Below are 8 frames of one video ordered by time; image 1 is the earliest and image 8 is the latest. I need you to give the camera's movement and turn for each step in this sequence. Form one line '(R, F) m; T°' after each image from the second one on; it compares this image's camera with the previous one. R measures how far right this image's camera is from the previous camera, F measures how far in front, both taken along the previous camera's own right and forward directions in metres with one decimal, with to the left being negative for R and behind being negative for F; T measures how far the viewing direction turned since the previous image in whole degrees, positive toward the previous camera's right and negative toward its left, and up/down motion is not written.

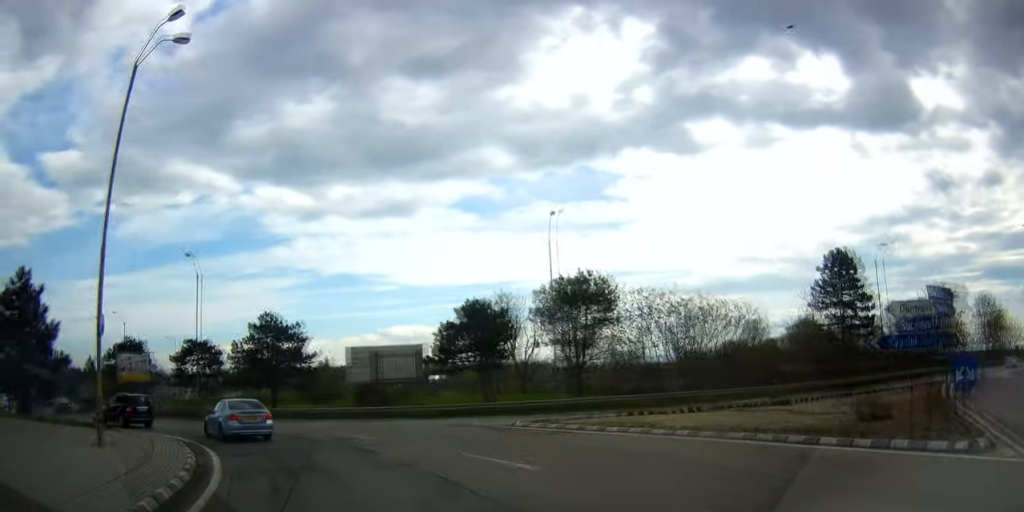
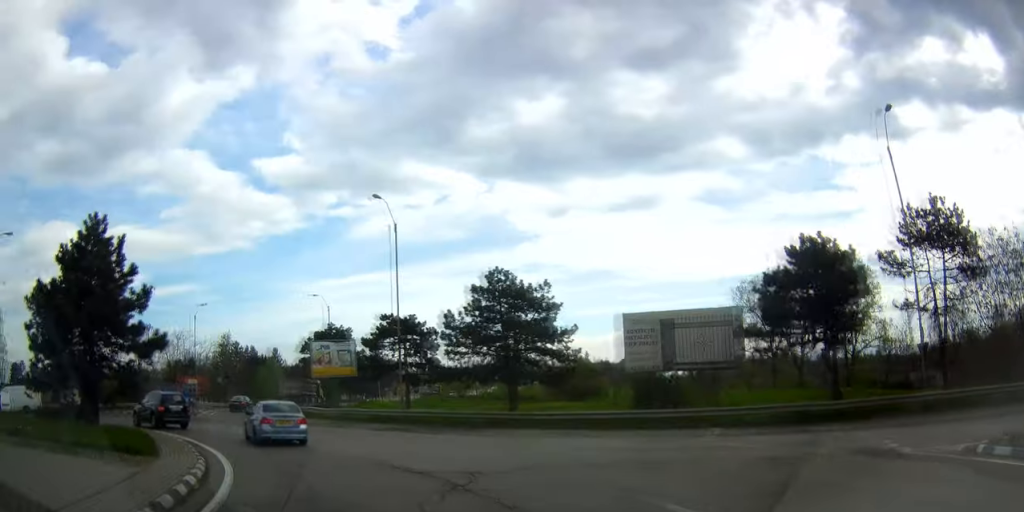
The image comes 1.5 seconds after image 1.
(-1.8, +14.7) m; -21°
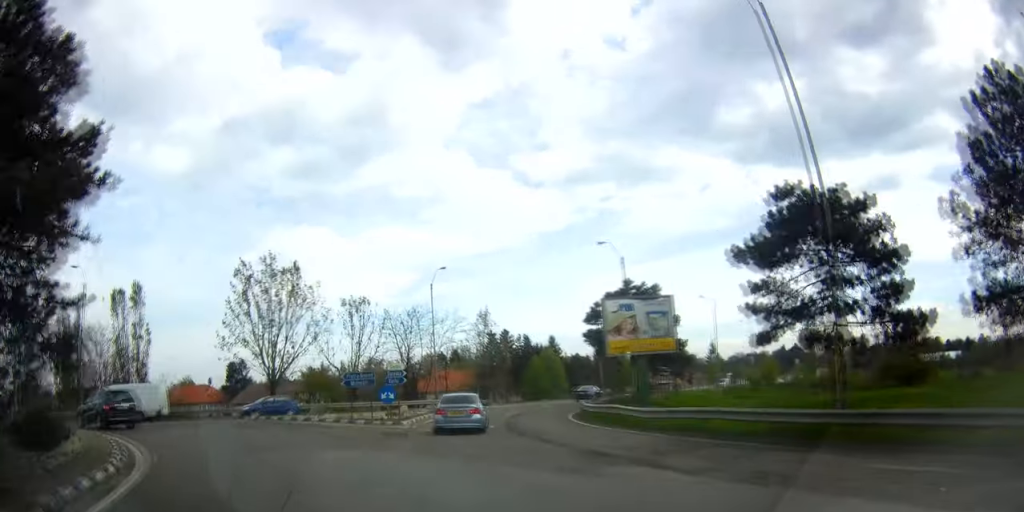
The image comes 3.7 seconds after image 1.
(-6.1, +18.6) m; -33°
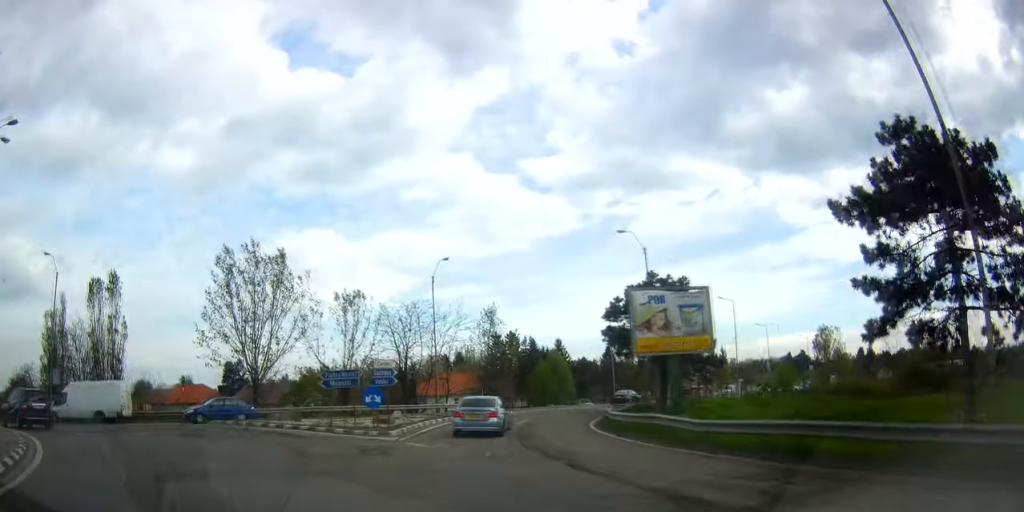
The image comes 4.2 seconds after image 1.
(-0.3, +4.2) m; -5°
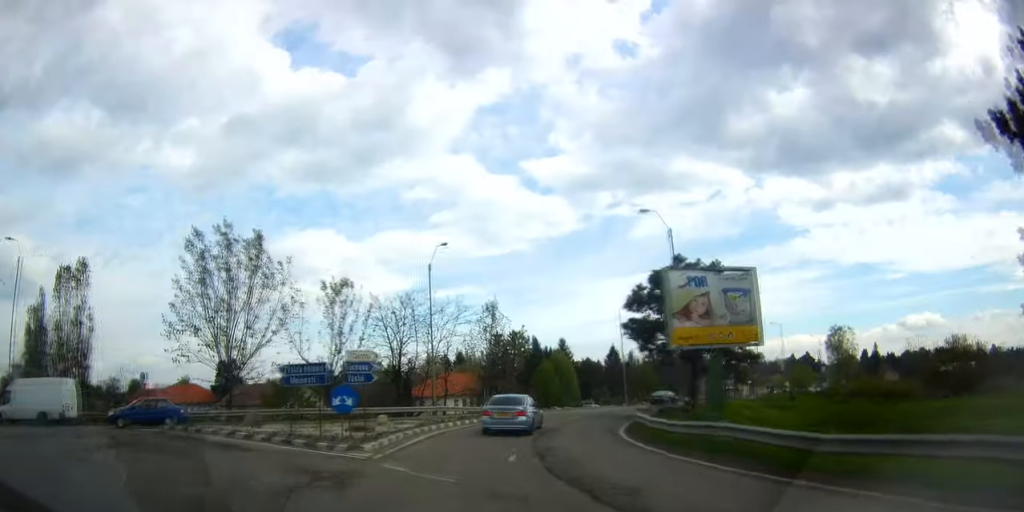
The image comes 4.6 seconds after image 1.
(-0.3, +4.2) m; -4°
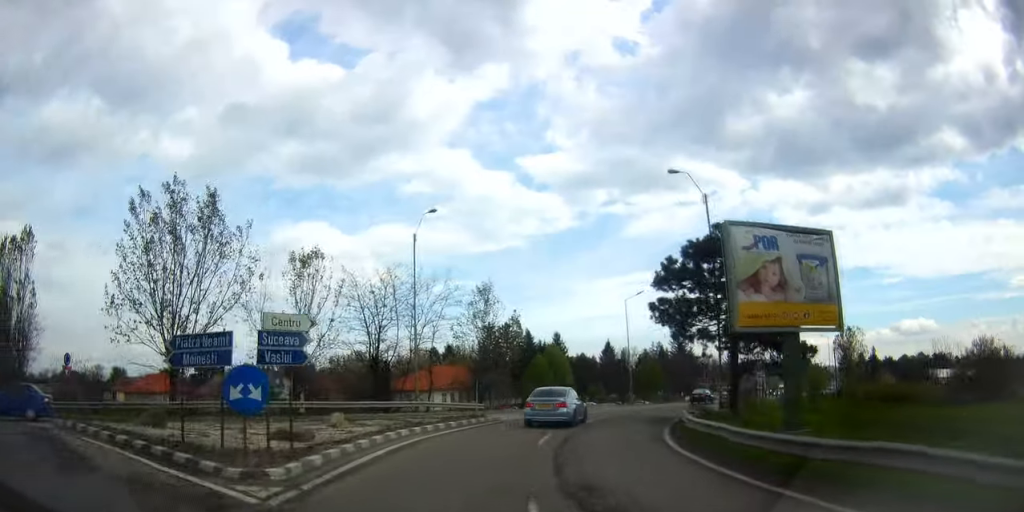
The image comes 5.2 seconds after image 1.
(-0.2, +5.5) m; -3°
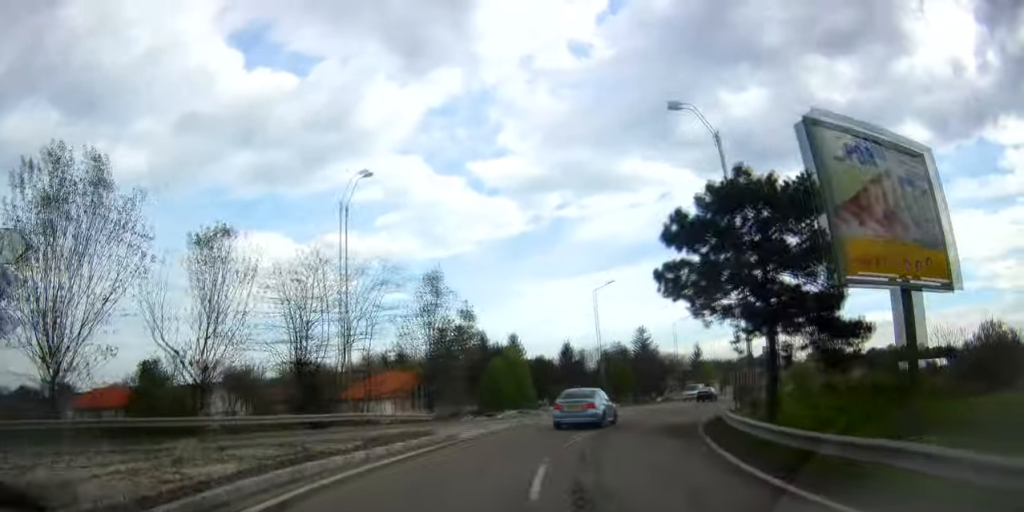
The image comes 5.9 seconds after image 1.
(0.0, +6.0) m; -2°
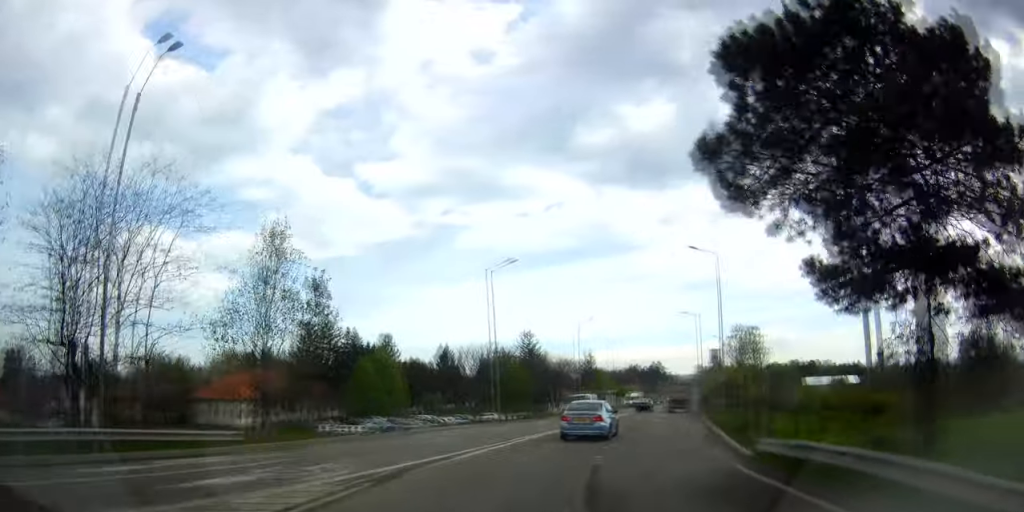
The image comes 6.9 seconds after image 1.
(-0.3, +10.5) m; +1°
